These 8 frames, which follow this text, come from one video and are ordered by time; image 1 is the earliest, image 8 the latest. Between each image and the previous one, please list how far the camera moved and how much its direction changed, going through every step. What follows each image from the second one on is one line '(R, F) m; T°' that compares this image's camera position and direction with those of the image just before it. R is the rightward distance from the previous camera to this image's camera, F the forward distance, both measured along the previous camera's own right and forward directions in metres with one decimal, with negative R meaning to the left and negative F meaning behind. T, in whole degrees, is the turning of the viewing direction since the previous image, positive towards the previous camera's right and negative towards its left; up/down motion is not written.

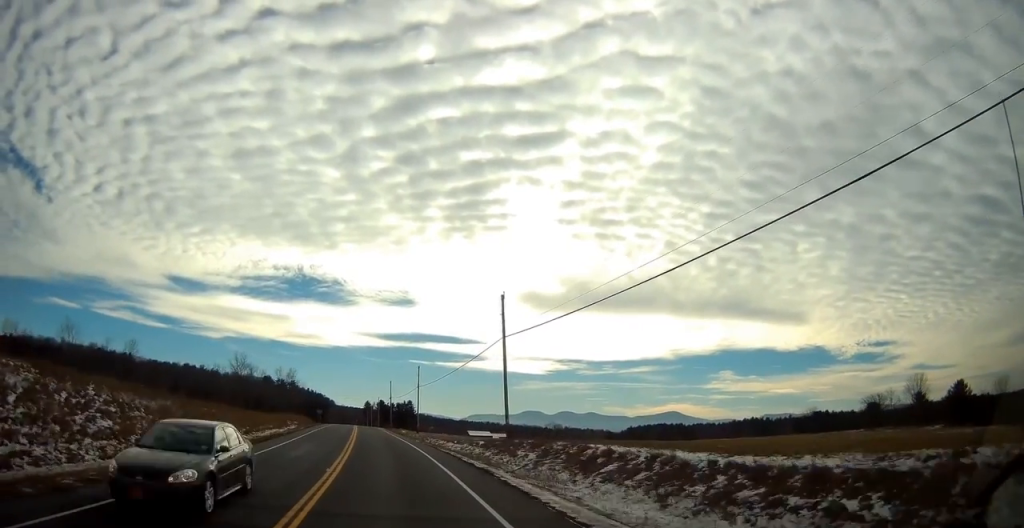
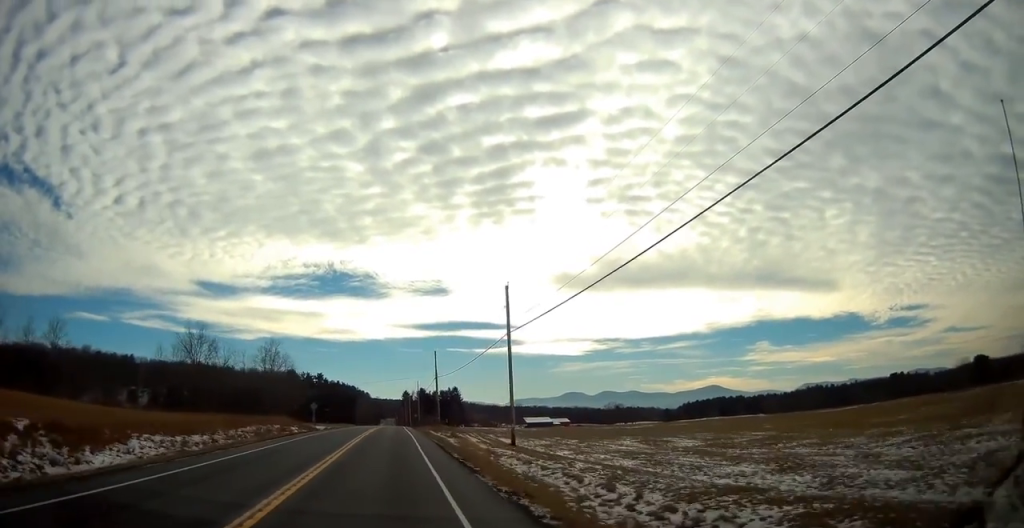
(-2.1, +53.2) m; -4°
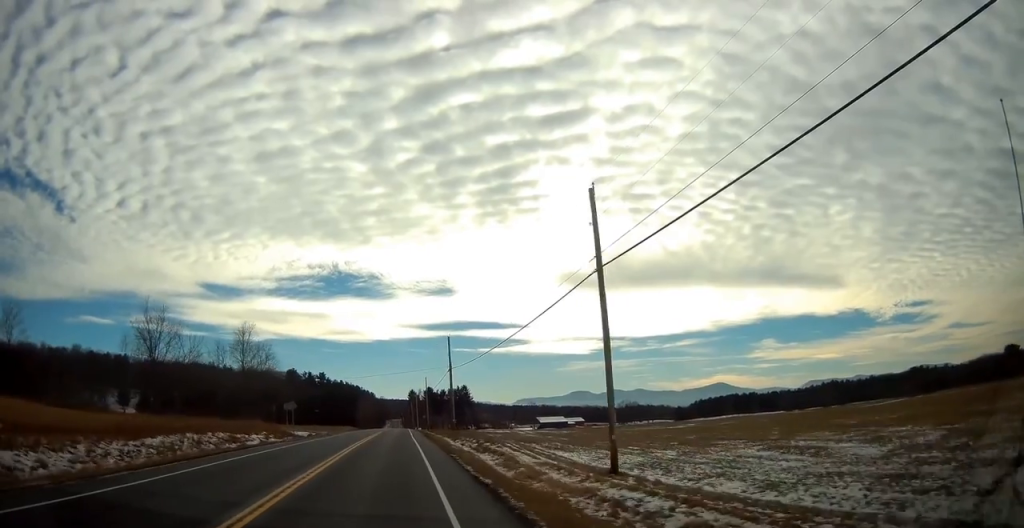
(-0.2, +17.9) m; 0°
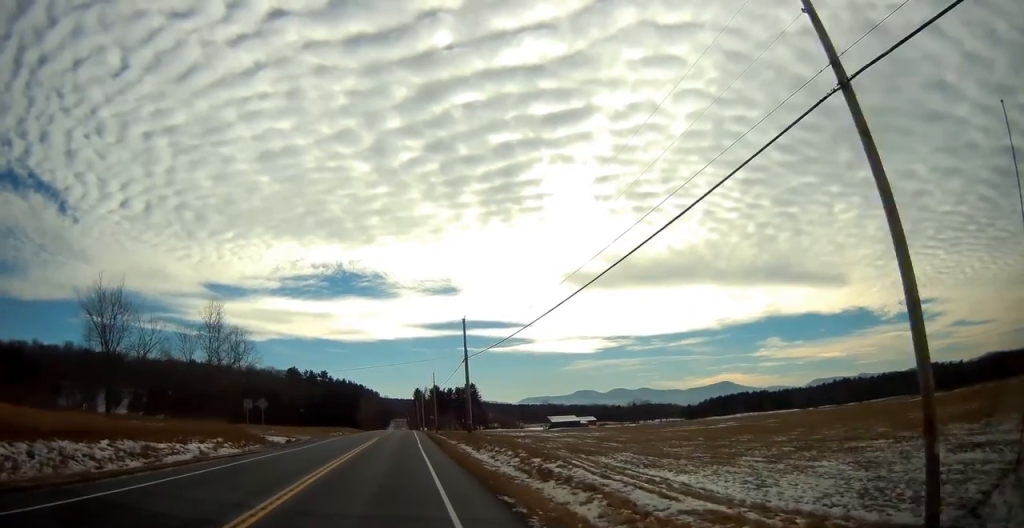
(+0.2, +14.0) m; 0°
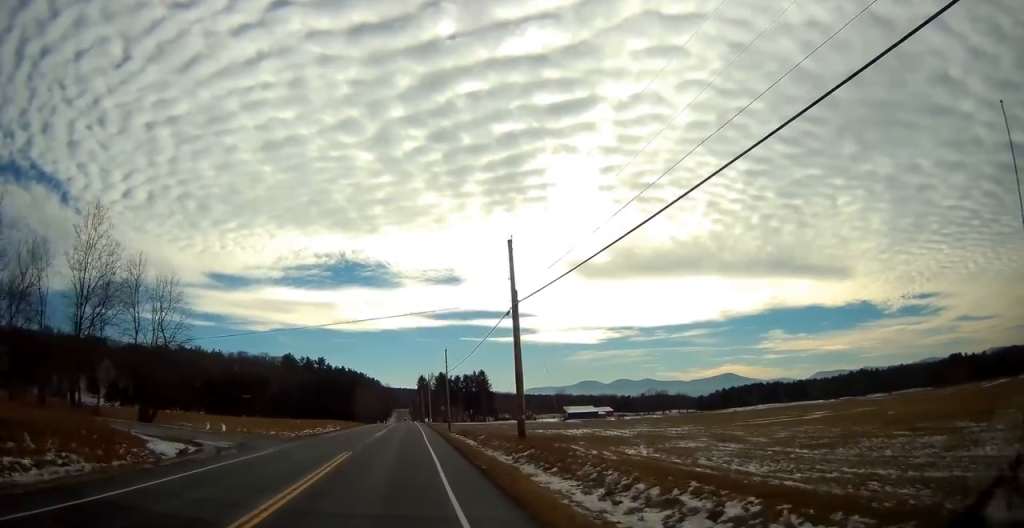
(-0.3, +24.9) m; -1°
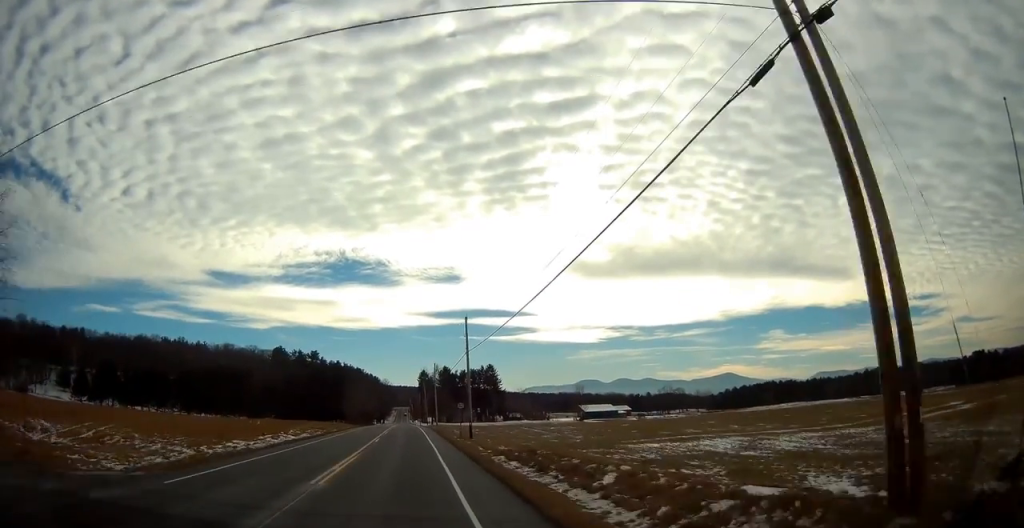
(0.0, +26.7) m; 0°
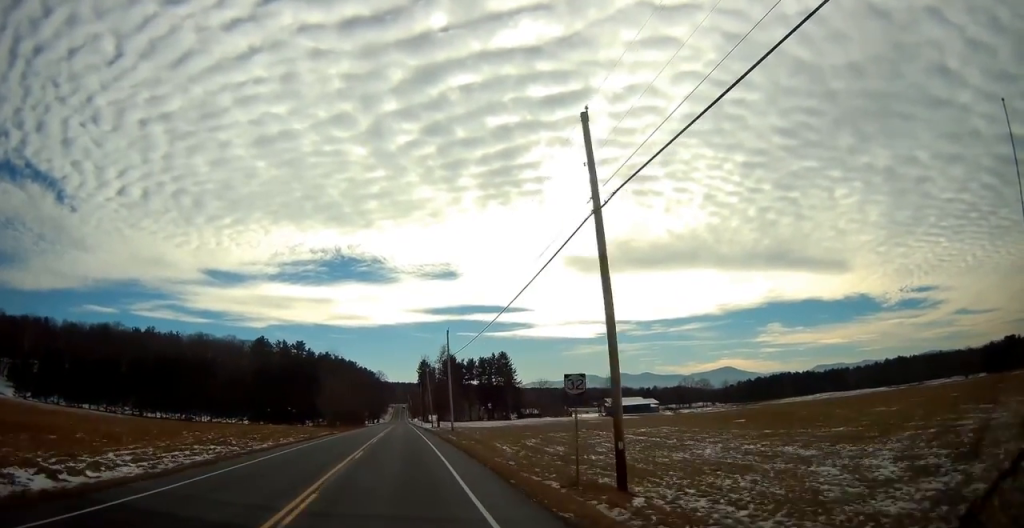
(+0.1, +36.6) m; +1°
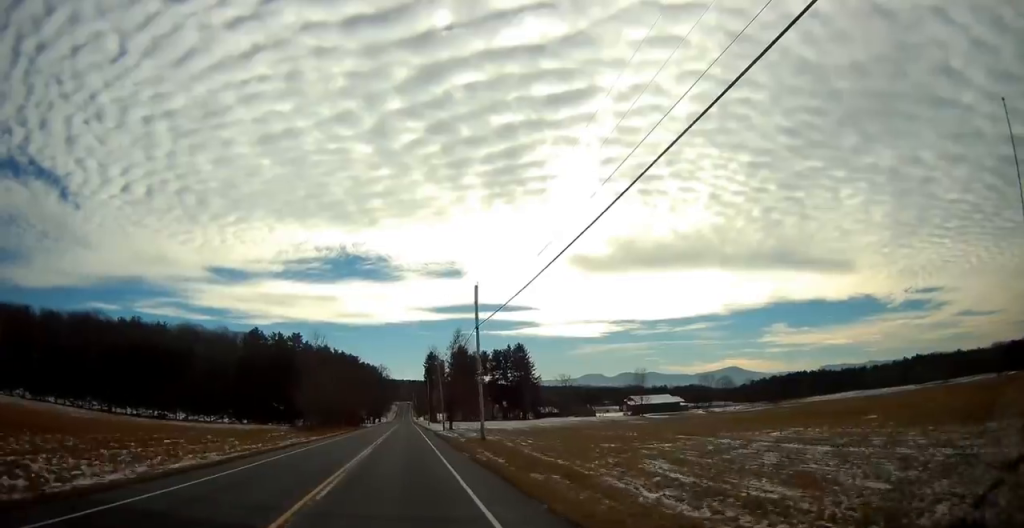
(+0.1, +21.5) m; 0°
